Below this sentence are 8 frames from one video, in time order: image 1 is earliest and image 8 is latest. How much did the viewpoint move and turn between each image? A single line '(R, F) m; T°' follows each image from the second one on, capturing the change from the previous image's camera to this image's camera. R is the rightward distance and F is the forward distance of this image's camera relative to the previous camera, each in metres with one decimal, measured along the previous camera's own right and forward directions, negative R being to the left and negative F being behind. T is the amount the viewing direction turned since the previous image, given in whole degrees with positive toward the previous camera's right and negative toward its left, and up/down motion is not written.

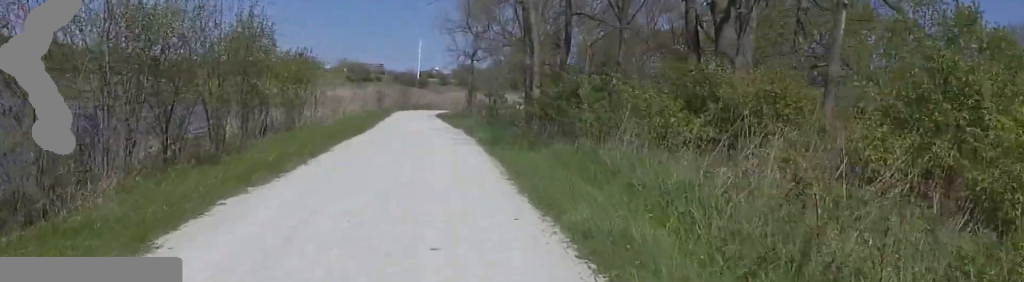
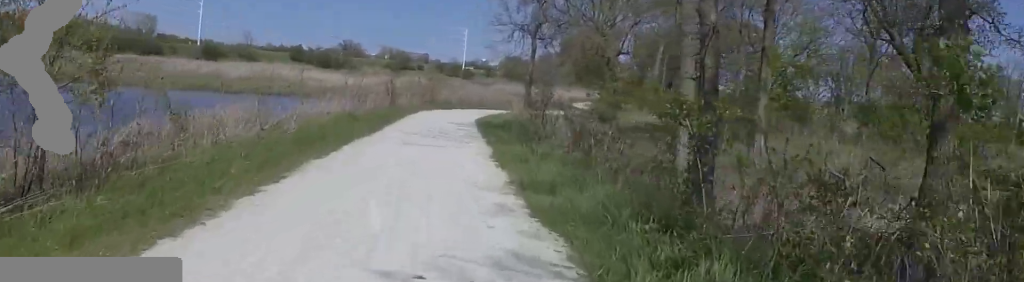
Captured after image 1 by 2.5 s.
(-0.2, +15.0) m; +7°
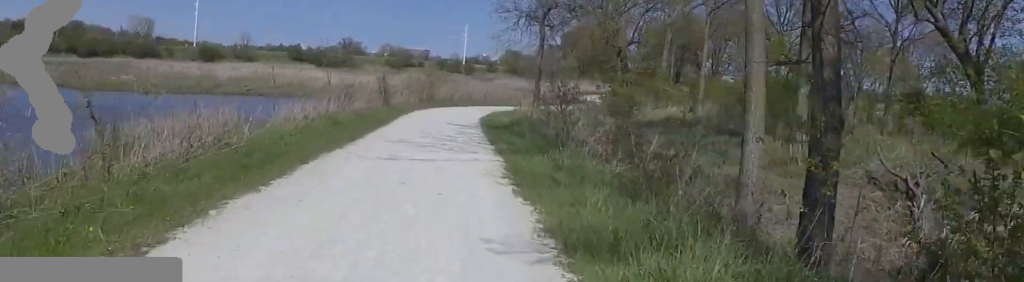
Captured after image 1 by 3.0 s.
(+0.1, +3.1) m; 0°
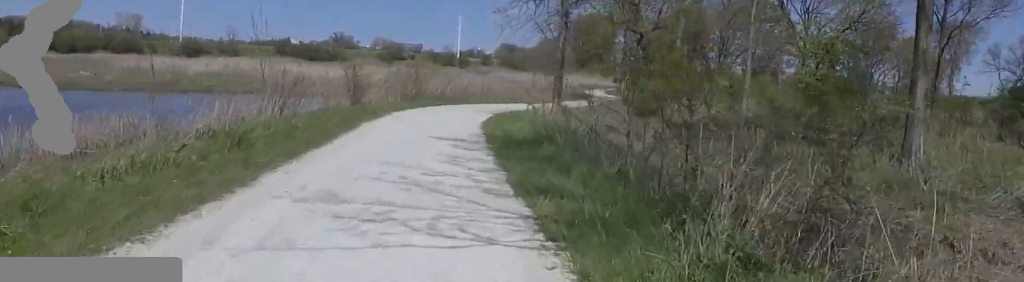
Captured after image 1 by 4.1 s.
(-0.1, +6.7) m; -8°
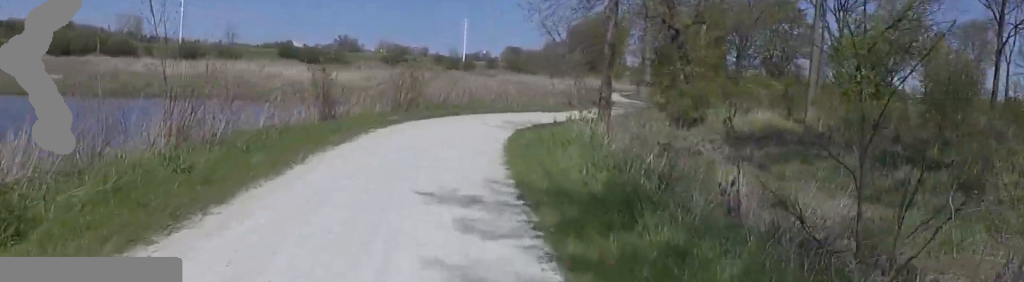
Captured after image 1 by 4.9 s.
(-0.6, +5.5) m; +3°
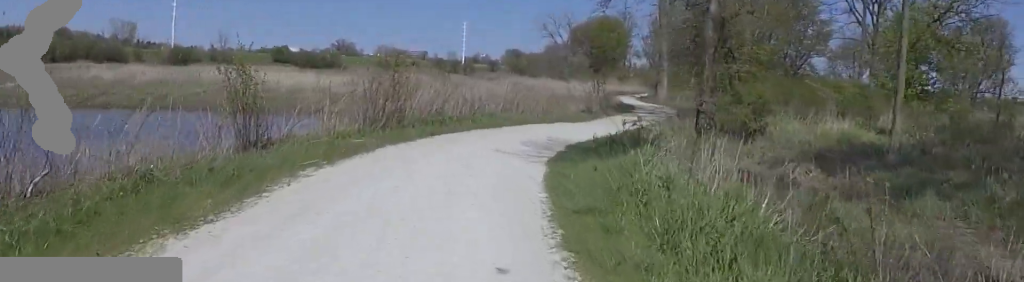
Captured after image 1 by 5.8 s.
(+0.6, +5.9) m; +9°
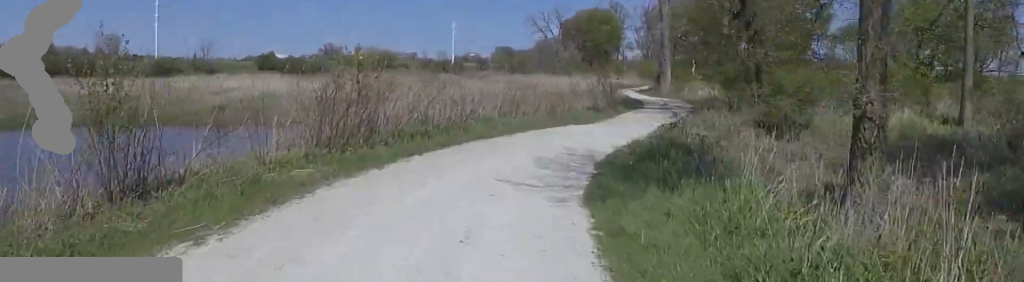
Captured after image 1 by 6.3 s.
(+0.5, +3.9) m; +7°
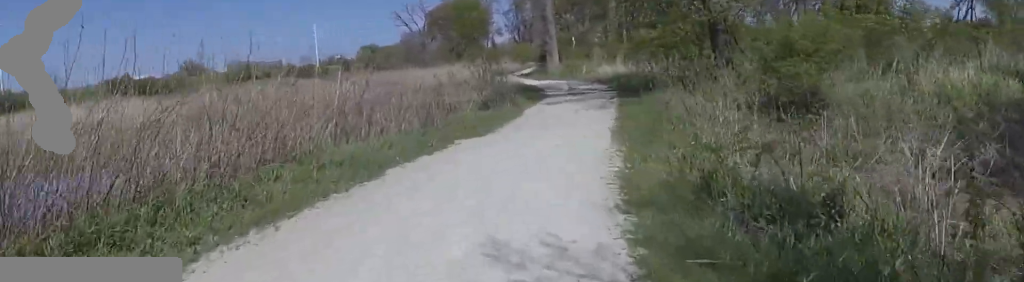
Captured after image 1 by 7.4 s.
(0.0, +8.6) m; 0°
